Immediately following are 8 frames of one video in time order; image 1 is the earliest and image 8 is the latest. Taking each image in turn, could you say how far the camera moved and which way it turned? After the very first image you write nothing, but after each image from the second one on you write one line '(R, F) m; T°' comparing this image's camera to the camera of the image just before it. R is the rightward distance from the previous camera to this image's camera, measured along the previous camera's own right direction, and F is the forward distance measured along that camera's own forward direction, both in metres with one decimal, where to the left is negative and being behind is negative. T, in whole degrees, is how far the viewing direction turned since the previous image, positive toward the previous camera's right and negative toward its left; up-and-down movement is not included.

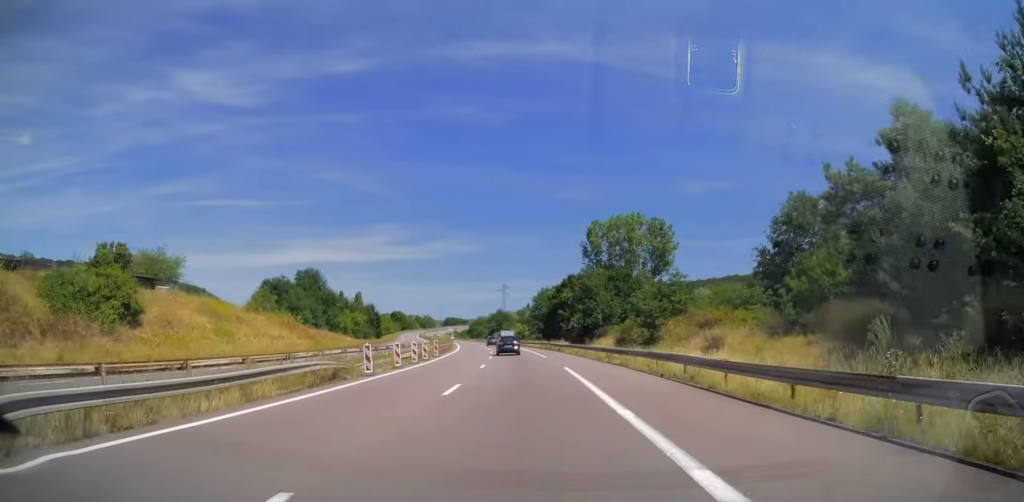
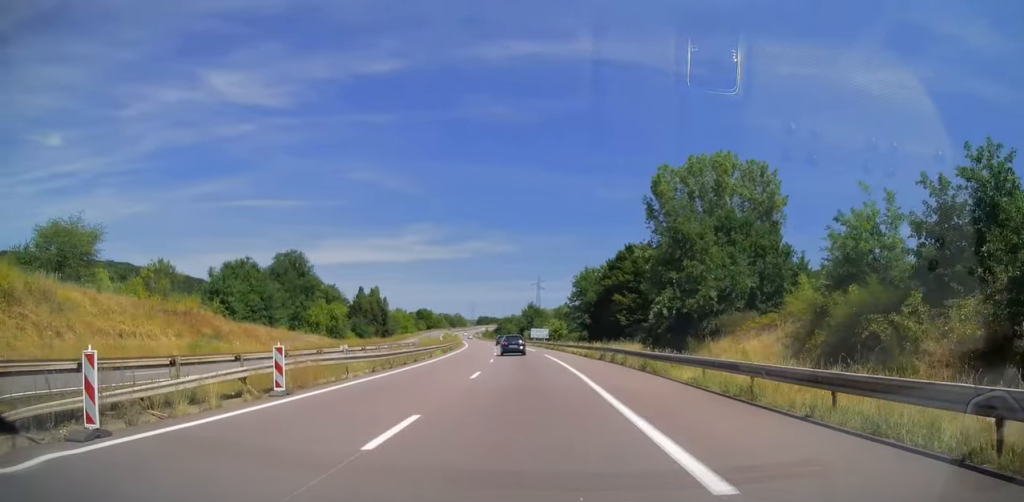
(-0.6, +33.2) m; -3°
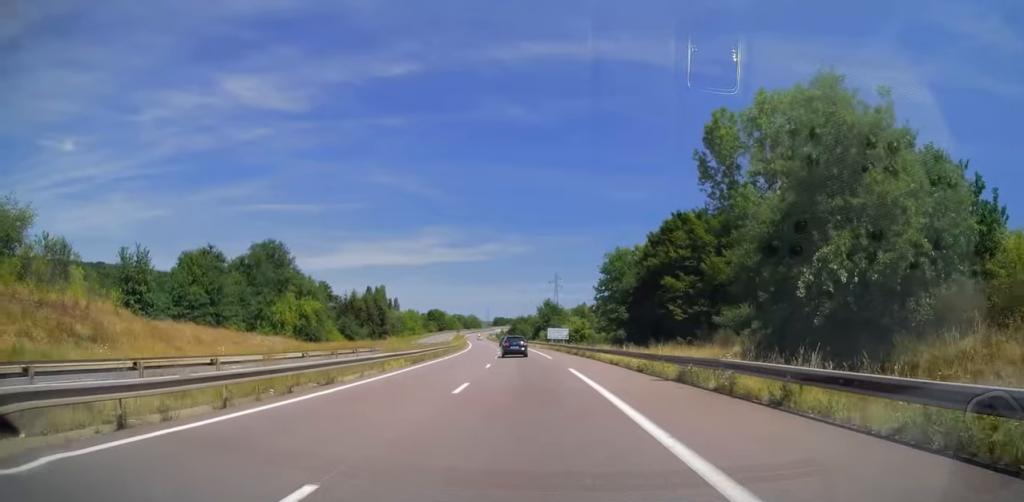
(-0.5, +18.1) m; -2°
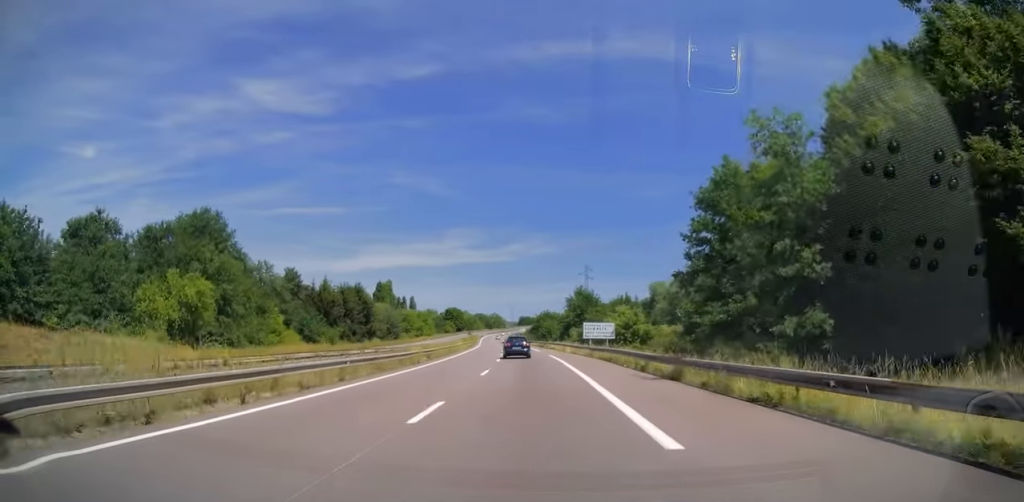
(-1.0, +31.5) m; -3°
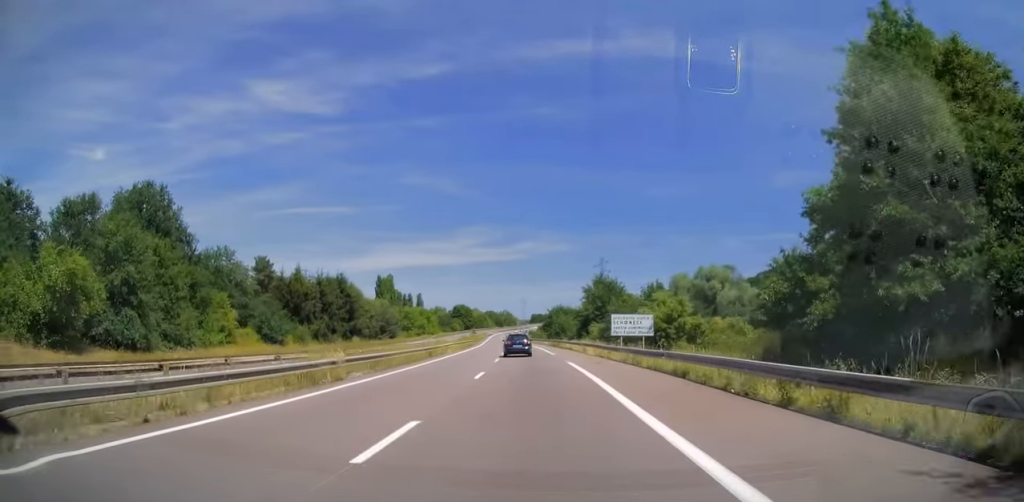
(-0.1, +16.3) m; -1°
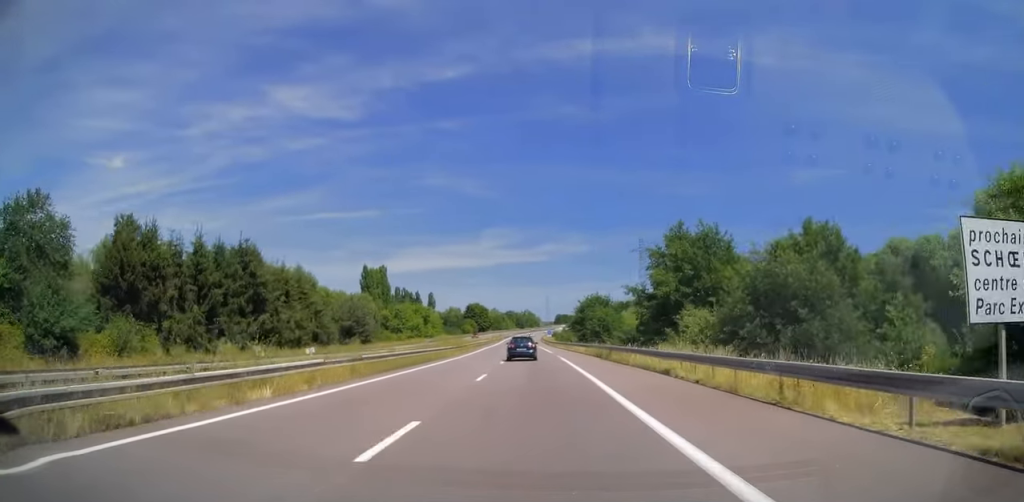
(-1.0, +39.0) m; -2°
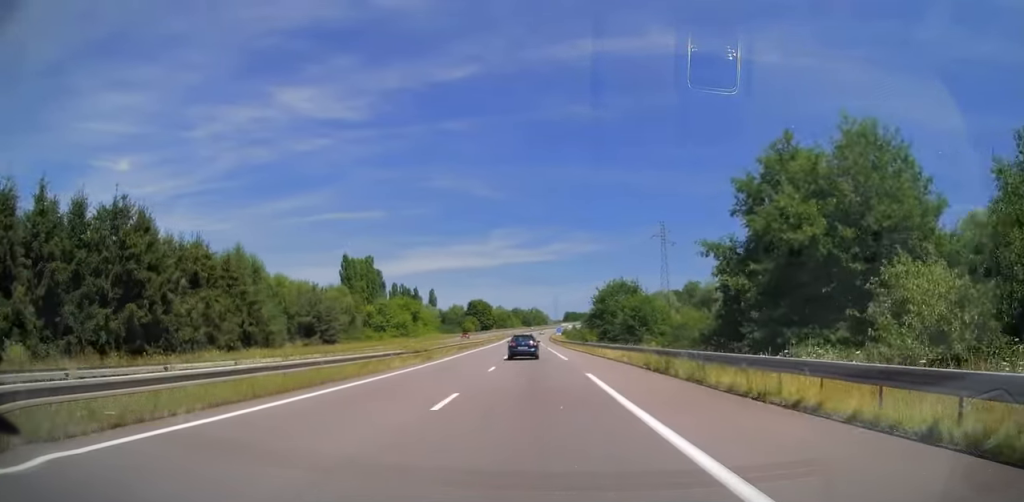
(-0.2, +21.3) m; -1°
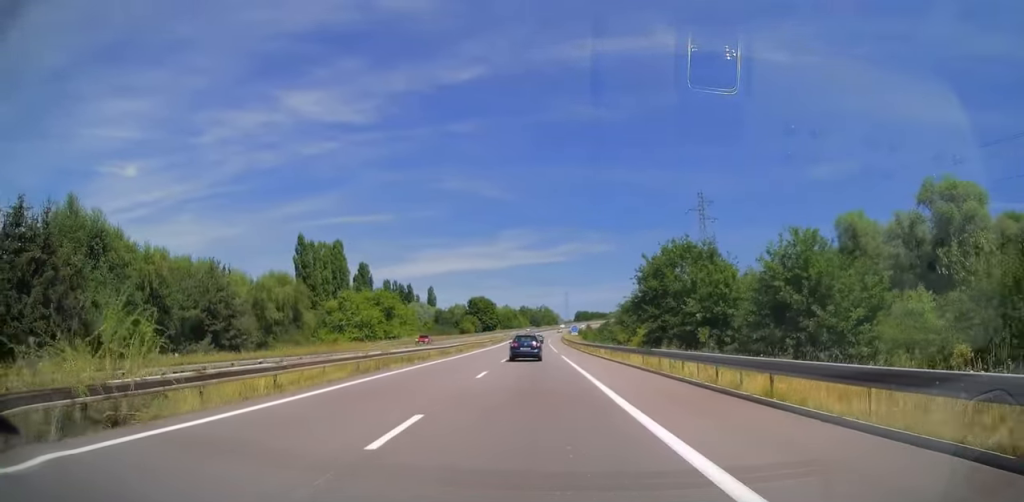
(-0.3, +30.1) m; -1°
